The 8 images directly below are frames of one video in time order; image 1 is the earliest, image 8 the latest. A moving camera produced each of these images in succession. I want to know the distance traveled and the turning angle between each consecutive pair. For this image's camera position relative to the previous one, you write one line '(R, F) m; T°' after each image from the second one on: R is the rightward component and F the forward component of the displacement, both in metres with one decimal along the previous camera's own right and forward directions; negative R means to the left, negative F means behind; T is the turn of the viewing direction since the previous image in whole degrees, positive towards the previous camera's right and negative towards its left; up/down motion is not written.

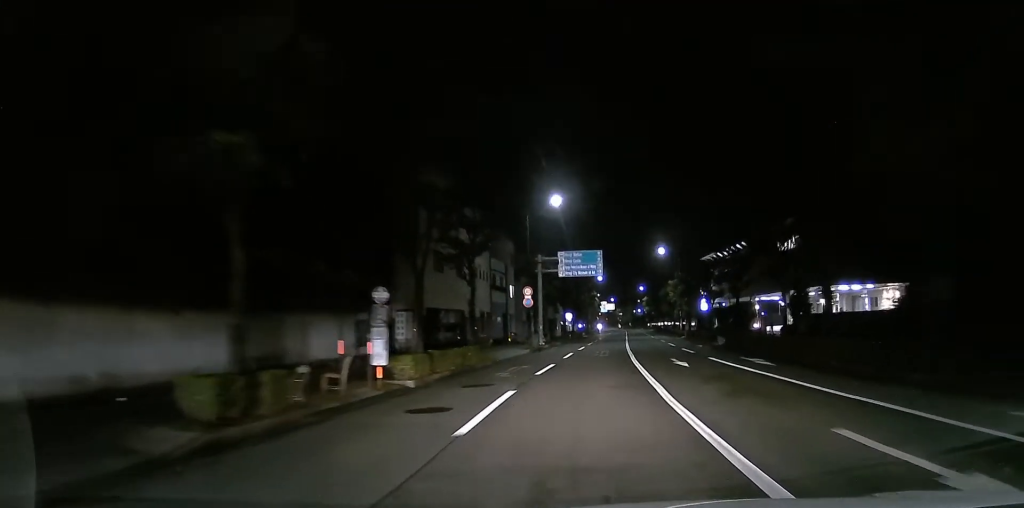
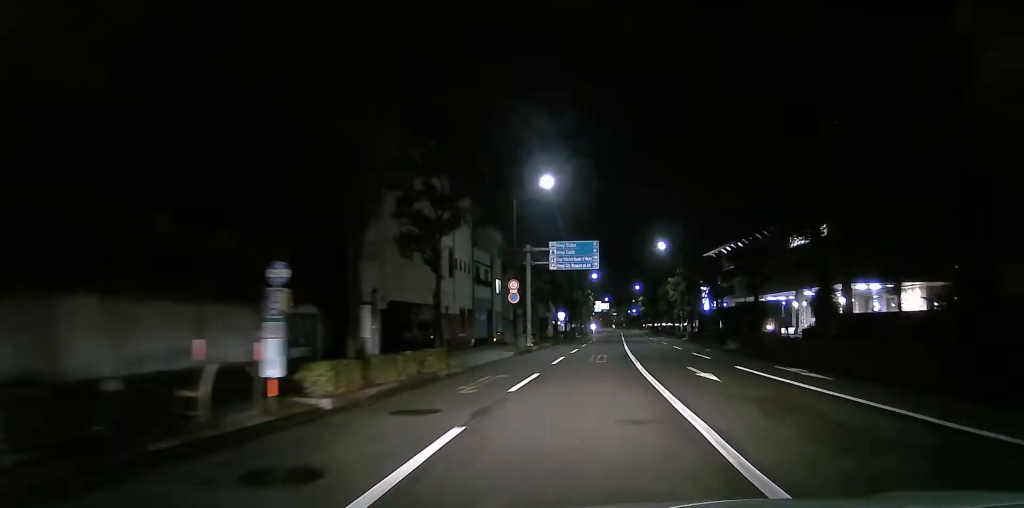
(-0.1, +4.7) m; +1°
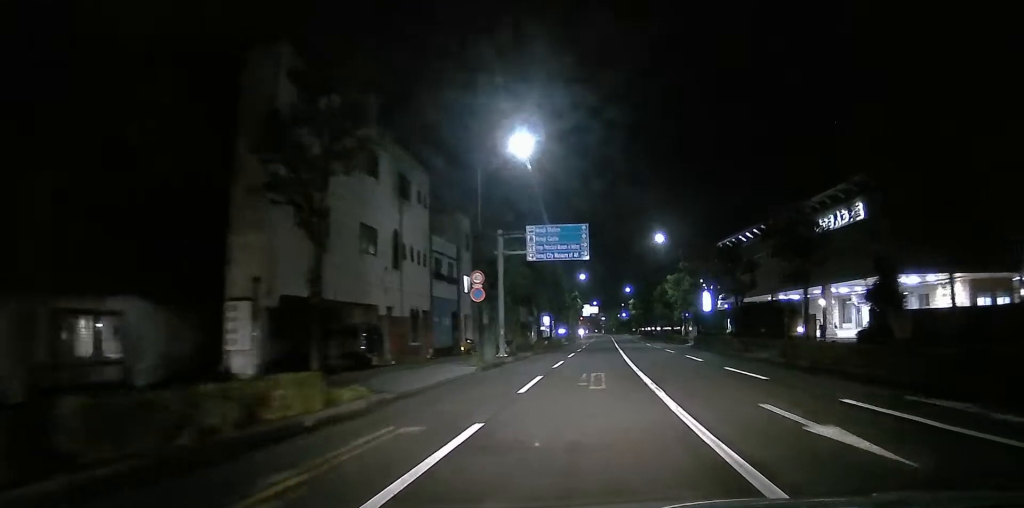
(+0.3, +8.3) m; +2°
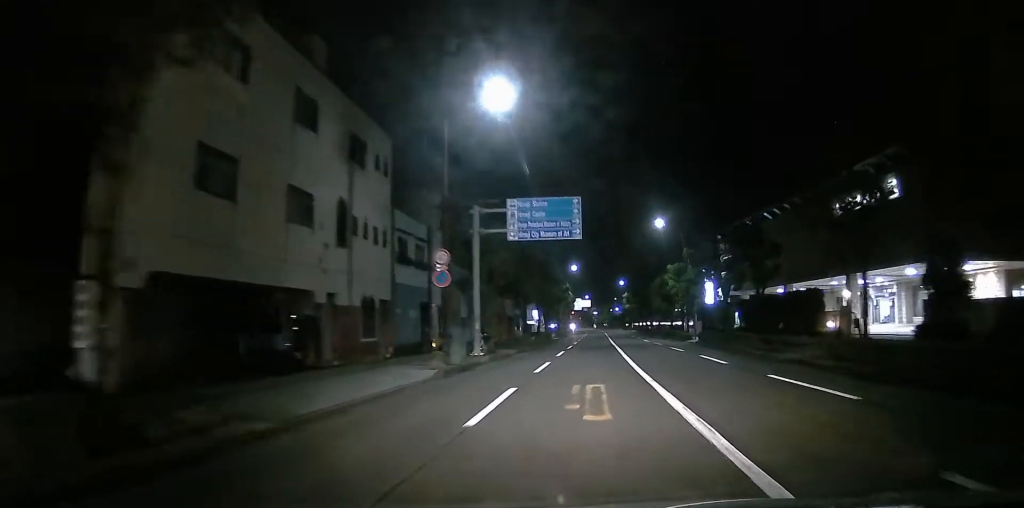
(0.0, +5.4) m; 0°
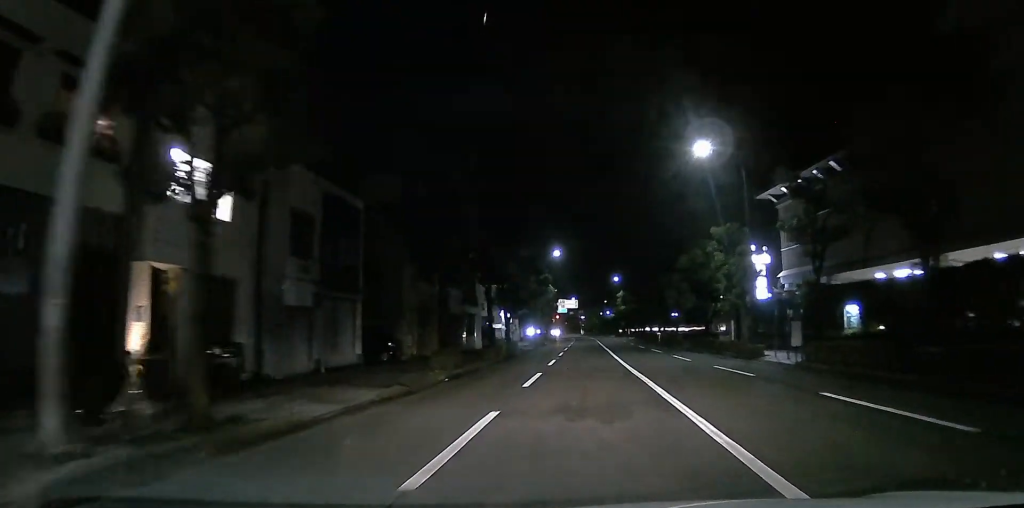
(+0.1, +22.6) m; +1°
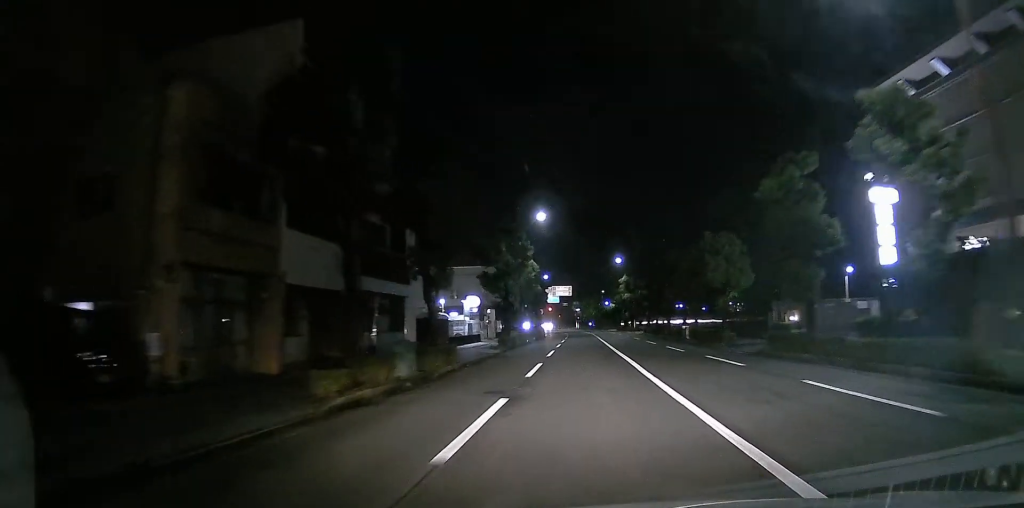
(+0.3, +19.2) m; +1°
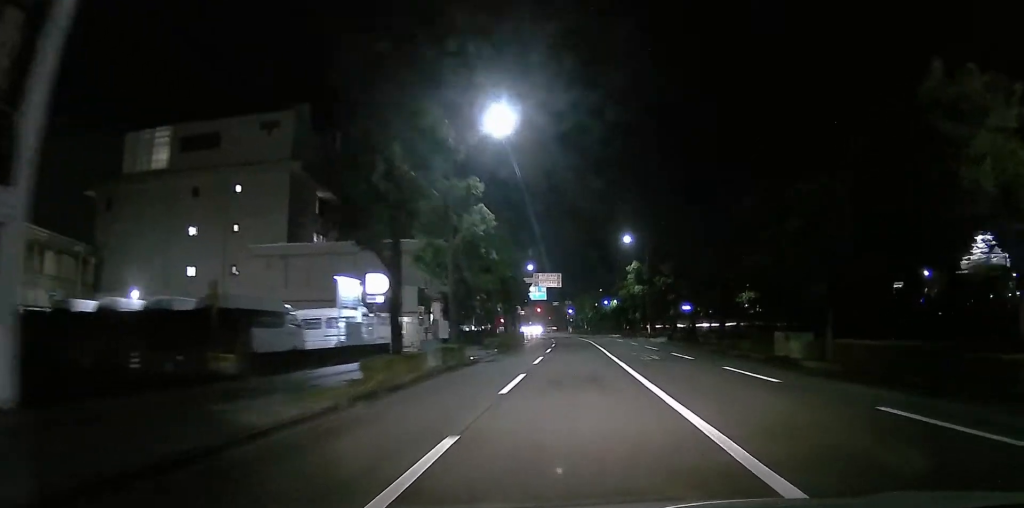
(+0.1, +24.5) m; 0°
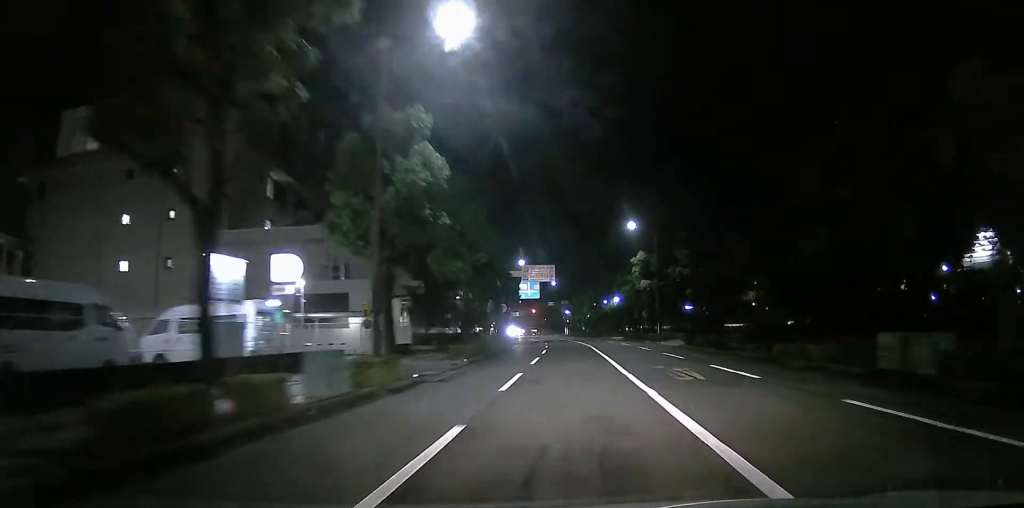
(0.0, +9.4) m; 0°
